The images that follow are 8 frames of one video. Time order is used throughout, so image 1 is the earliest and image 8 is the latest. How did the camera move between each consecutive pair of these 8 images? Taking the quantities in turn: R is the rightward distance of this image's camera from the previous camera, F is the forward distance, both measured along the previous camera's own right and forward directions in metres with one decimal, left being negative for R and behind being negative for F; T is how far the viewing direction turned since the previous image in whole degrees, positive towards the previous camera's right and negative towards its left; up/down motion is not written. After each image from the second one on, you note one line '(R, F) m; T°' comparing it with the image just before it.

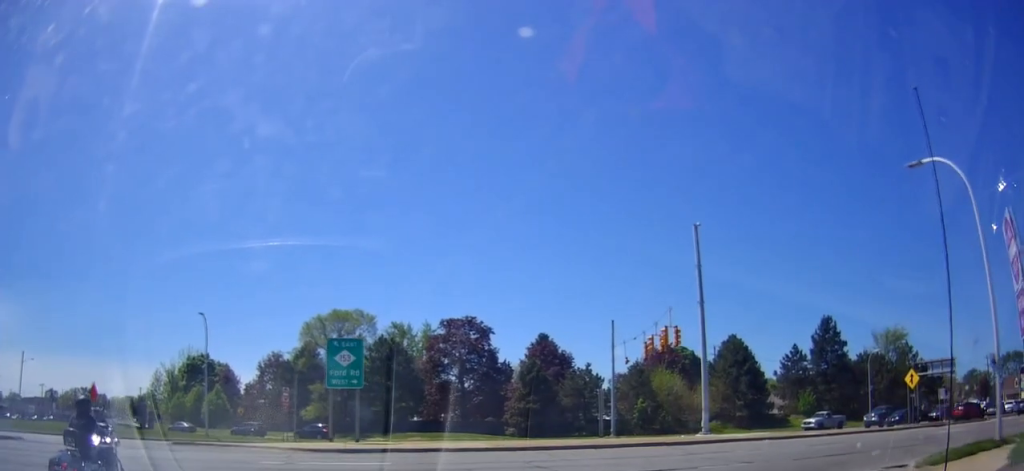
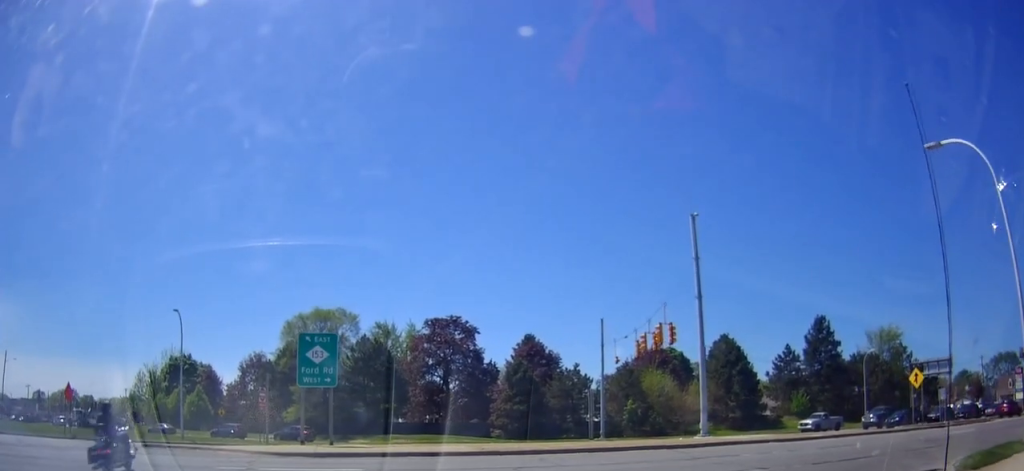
(-0.4, +4.4) m; 0°
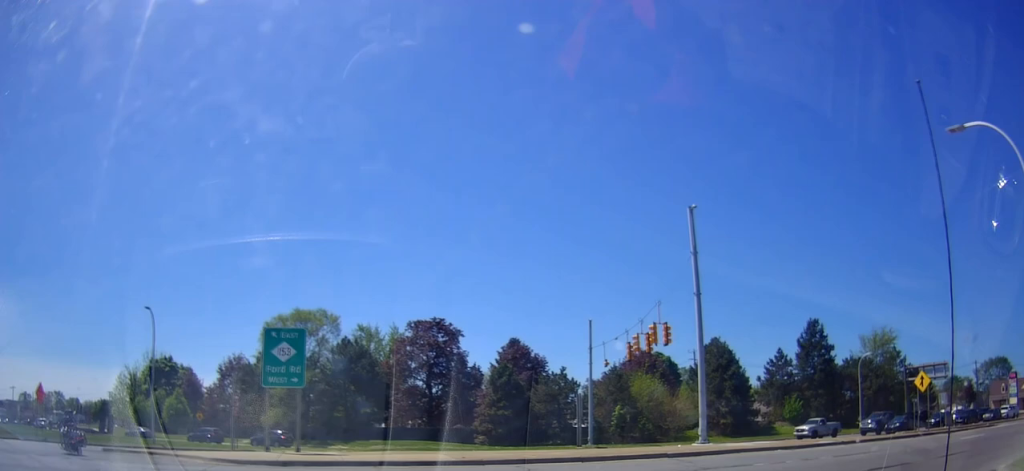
(+1.3, +5.1) m; +27°
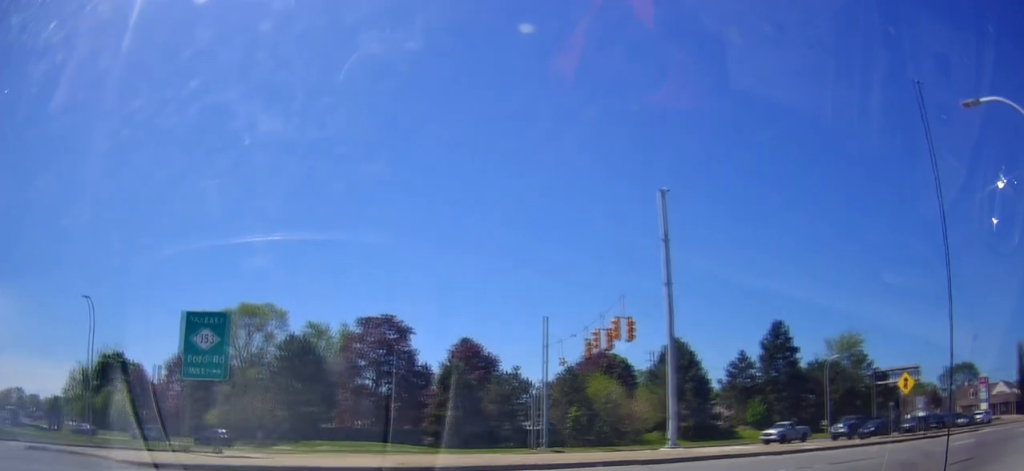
(+0.3, +2.6) m; +9°
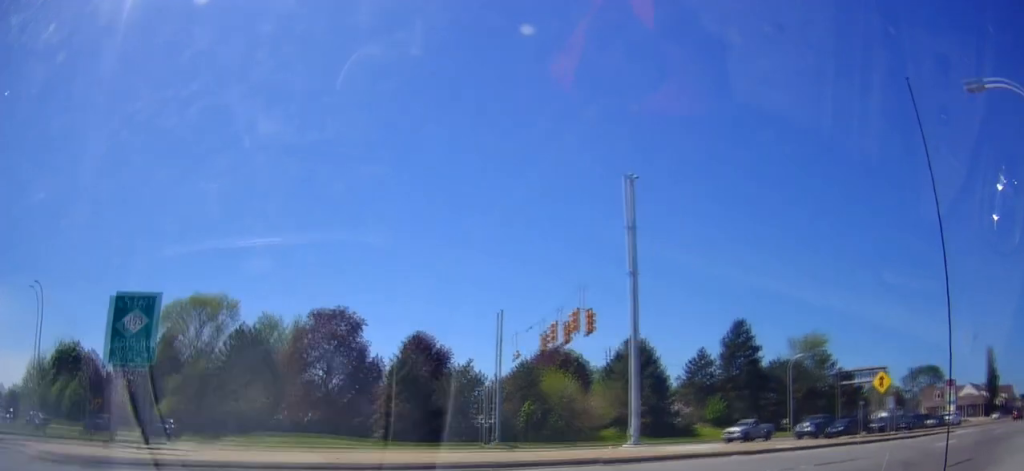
(0.0, +1.5) m; +3°
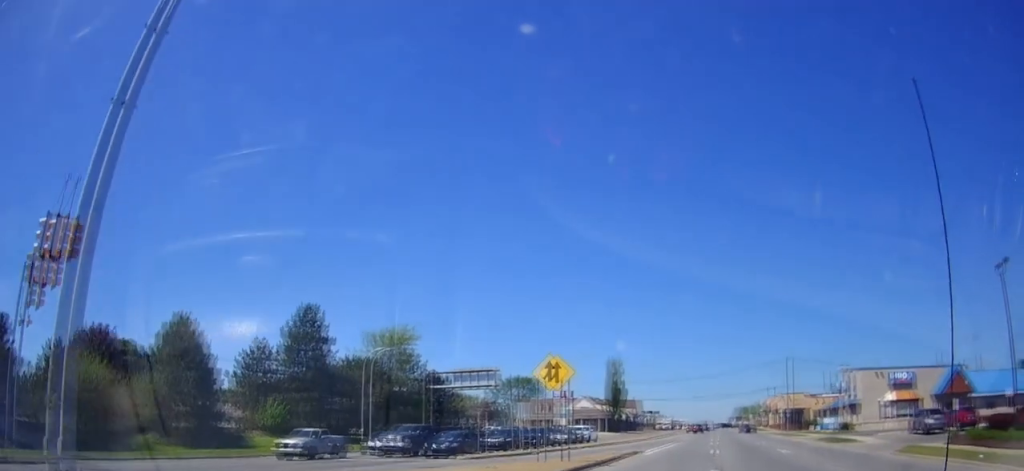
(+3.1, +11.7) m; +28°
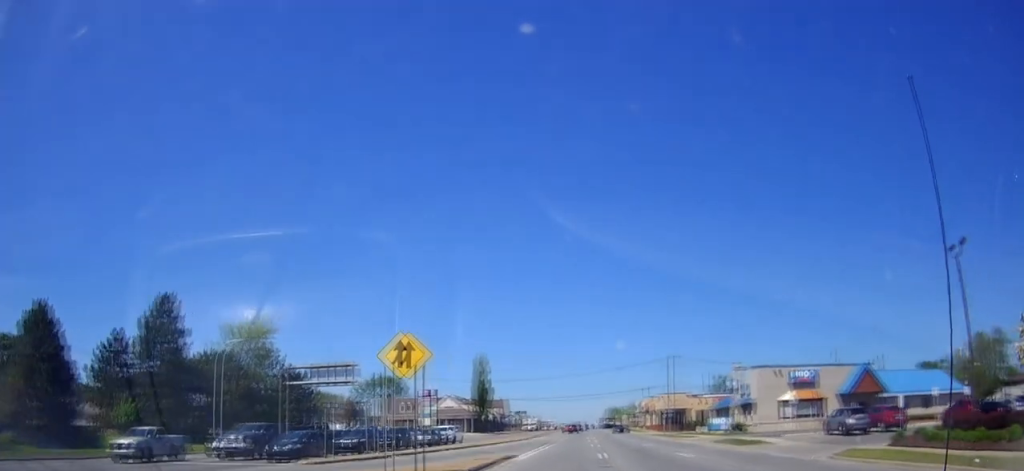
(+0.4, +4.4) m; +4°
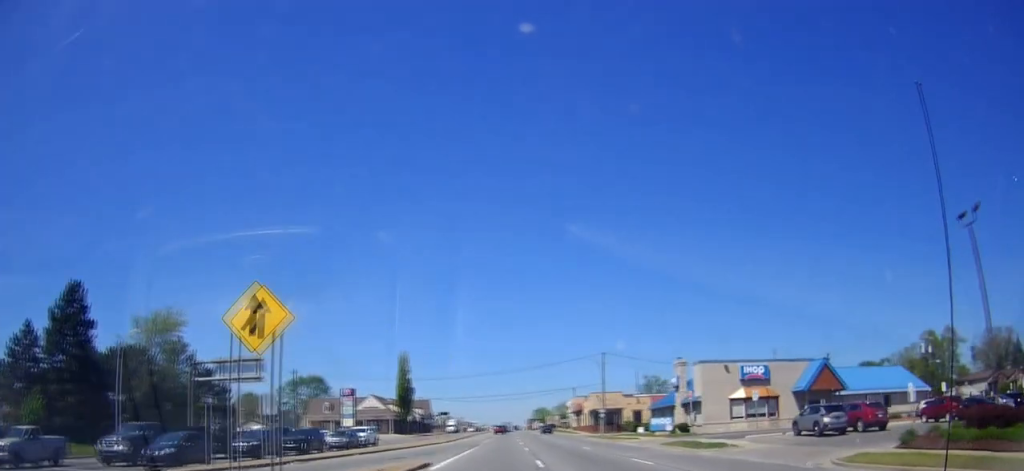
(+0.1, +4.9) m; +3°
